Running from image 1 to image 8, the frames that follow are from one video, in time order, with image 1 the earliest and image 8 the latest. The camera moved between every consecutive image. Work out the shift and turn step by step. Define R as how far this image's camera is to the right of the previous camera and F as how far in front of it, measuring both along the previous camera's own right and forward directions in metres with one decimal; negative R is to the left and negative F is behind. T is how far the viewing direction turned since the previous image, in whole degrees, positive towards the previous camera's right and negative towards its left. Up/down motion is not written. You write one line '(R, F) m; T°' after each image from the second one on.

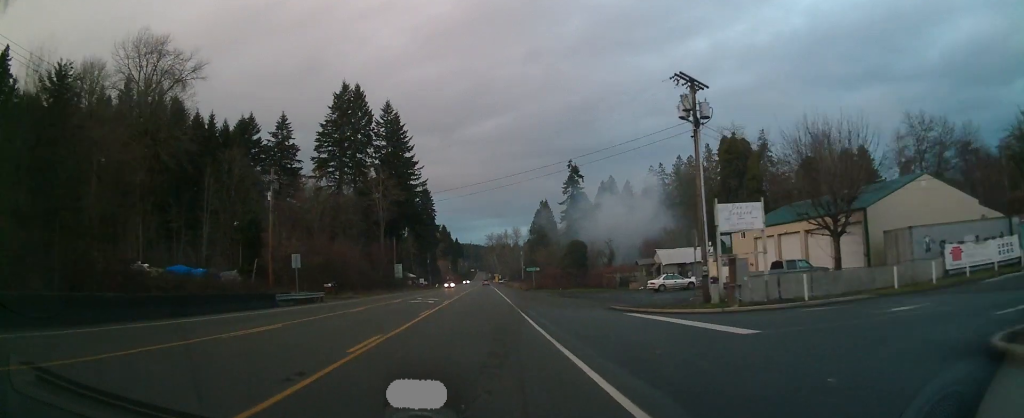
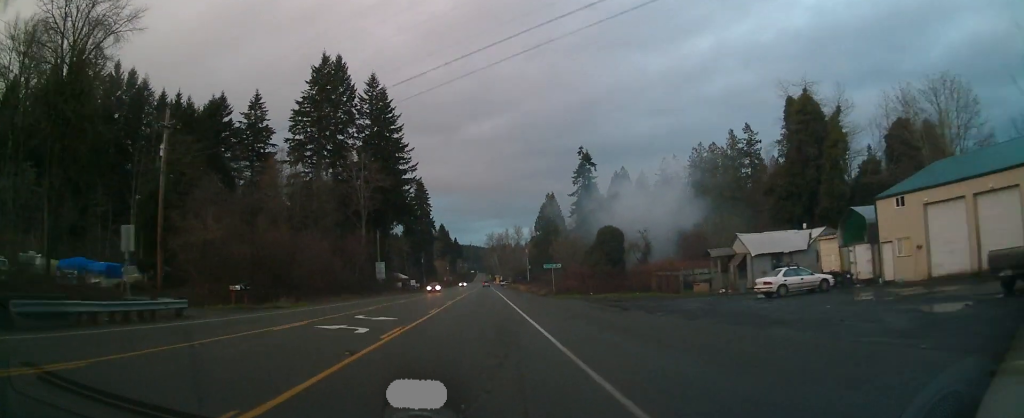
(-0.3, +20.9) m; -1°
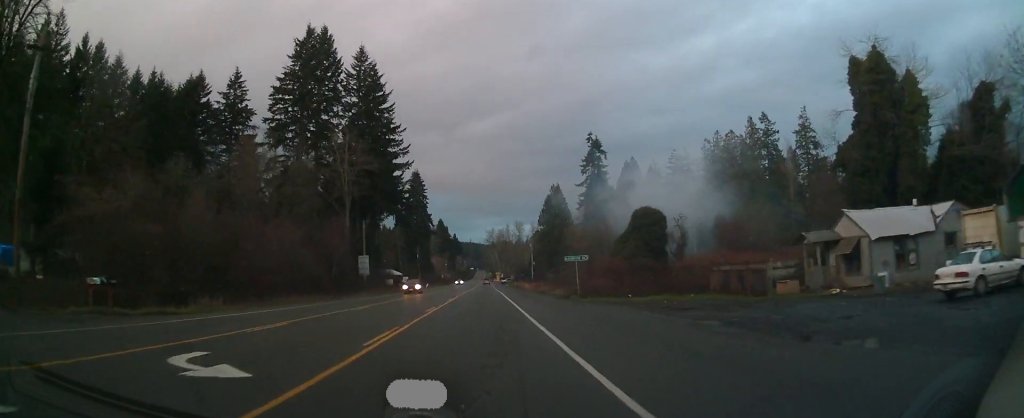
(0.0, +13.6) m; 0°
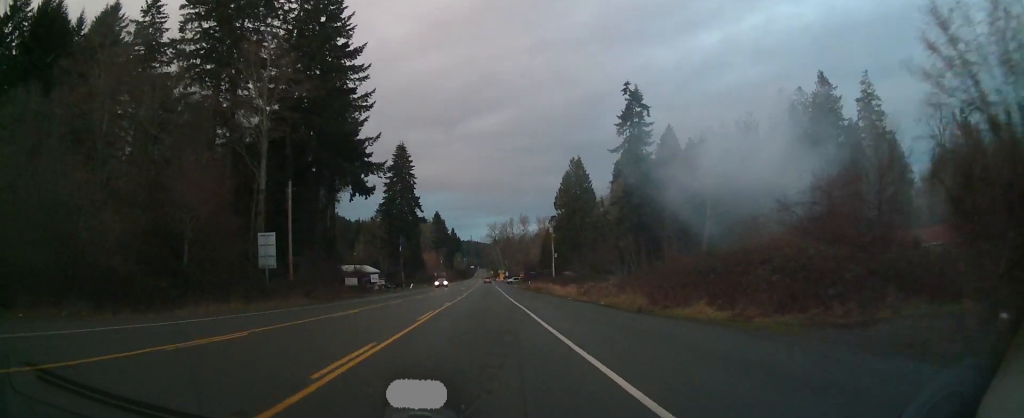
(0.0, +39.1) m; 0°
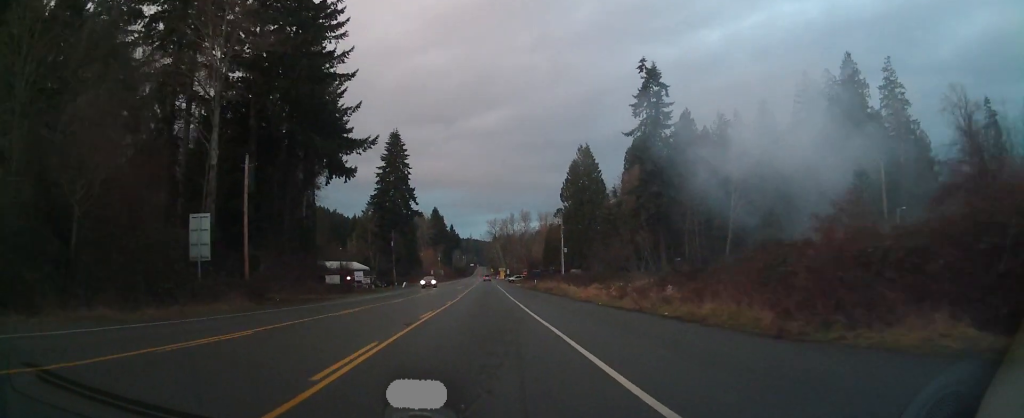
(0.0, +11.8) m; 0°
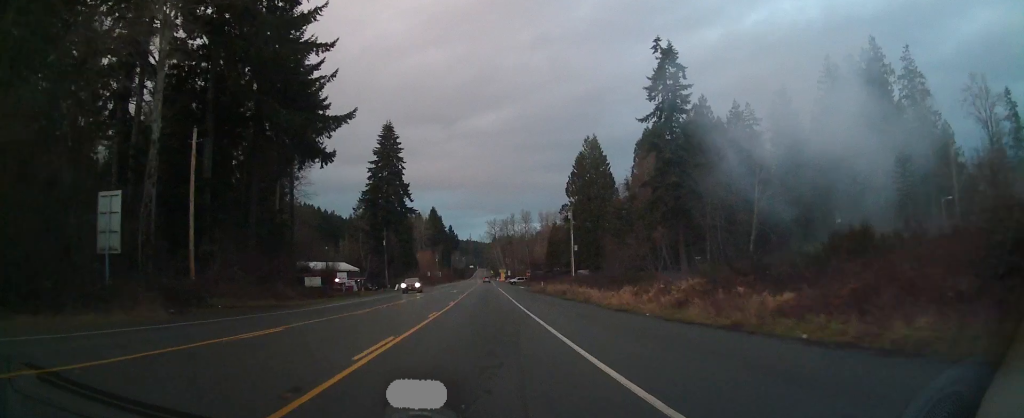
(0.0, +9.9) m; 0°
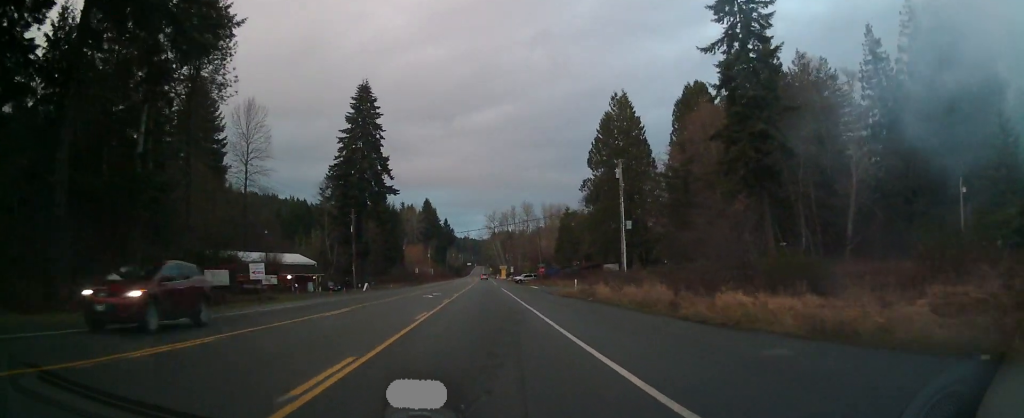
(0.0, +28.3) m; 0°
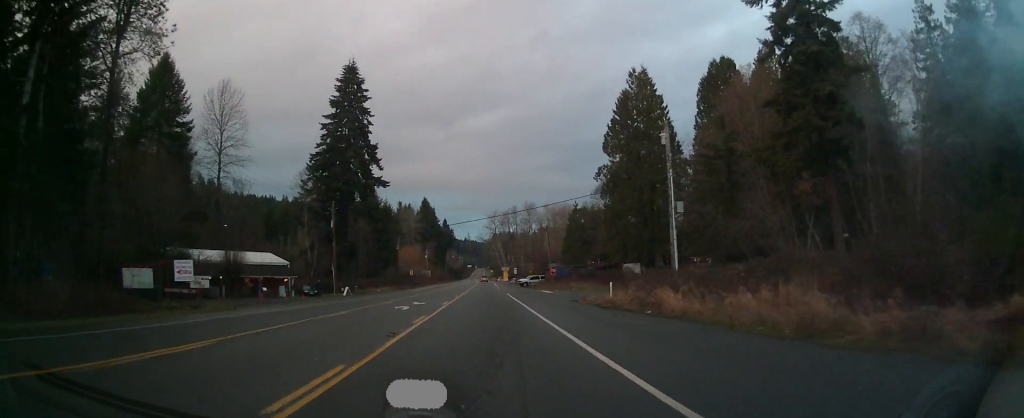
(0.0, +12.5) m; 0°
